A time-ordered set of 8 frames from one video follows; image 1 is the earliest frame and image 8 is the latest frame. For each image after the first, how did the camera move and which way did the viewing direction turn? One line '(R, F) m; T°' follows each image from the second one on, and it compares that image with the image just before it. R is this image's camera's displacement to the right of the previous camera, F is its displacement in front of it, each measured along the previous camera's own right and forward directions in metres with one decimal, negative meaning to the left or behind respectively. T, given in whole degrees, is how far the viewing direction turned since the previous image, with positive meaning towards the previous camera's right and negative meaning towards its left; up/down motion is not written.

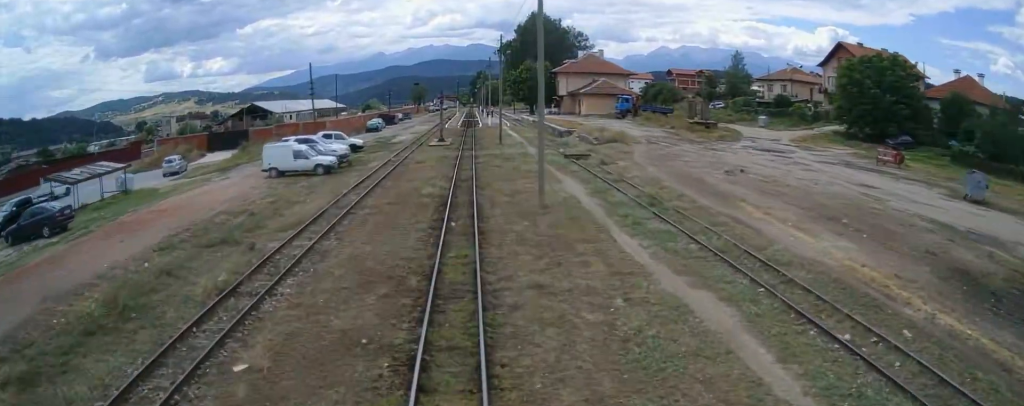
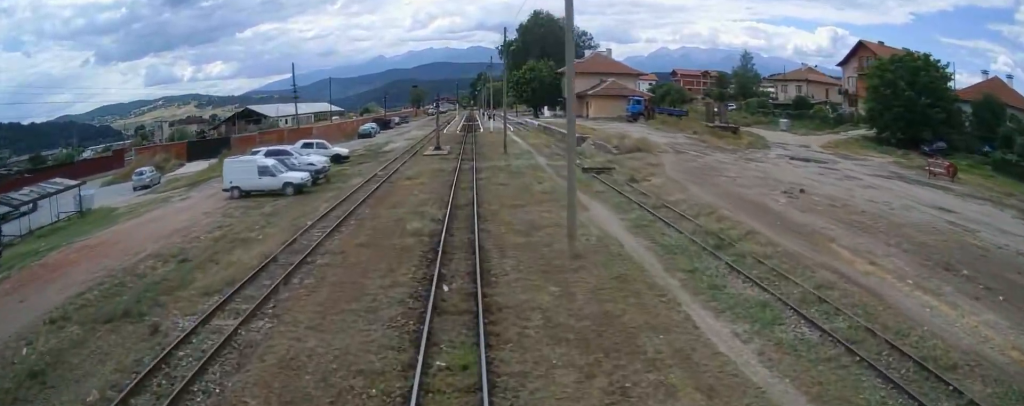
(0.0, +5.4) m; -1°
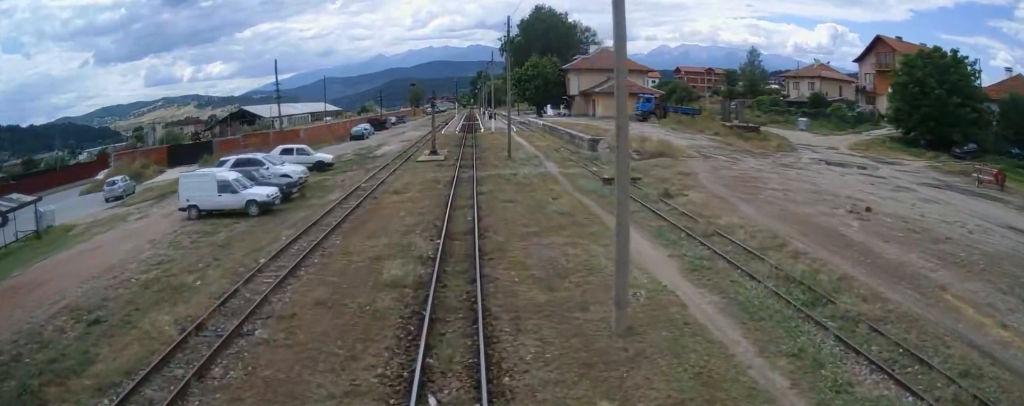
(0.0, +4.4) m; 0°
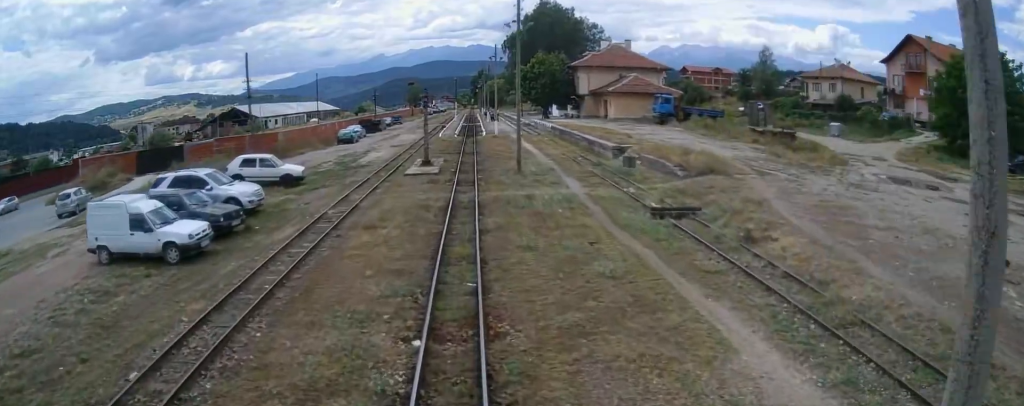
(0.0, +6.4) m; +1°
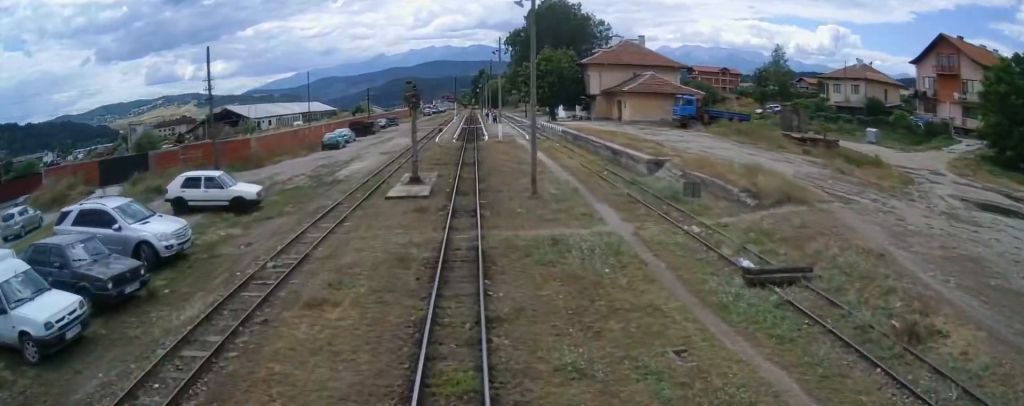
(+0.1, +6.5) m; 0°
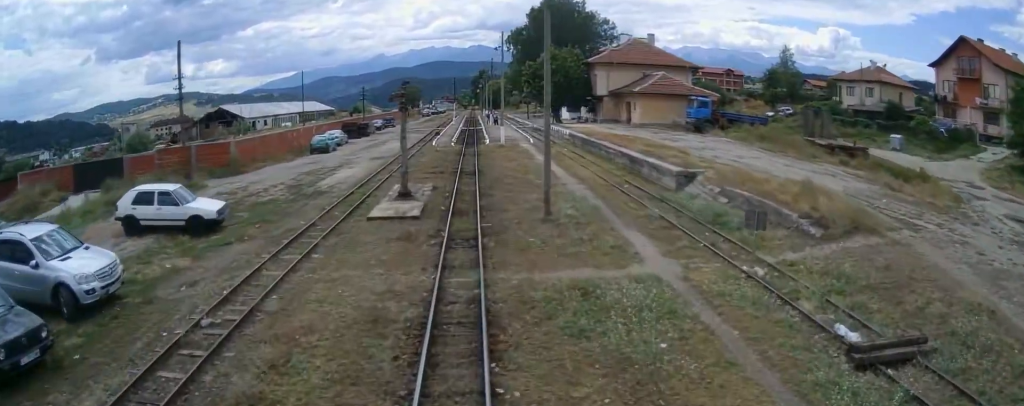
(0.0, +3.9) m; 0°
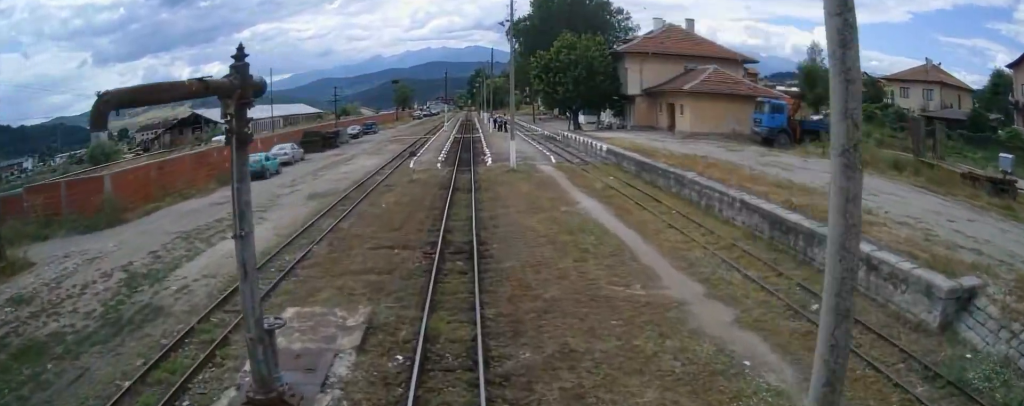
(+0.6, +14.6) m; +2°
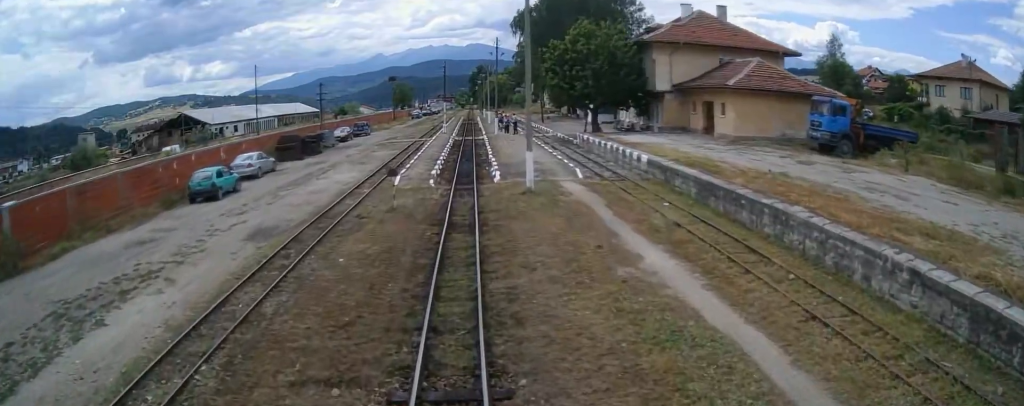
(-0.4, +7.4) m; -3°
